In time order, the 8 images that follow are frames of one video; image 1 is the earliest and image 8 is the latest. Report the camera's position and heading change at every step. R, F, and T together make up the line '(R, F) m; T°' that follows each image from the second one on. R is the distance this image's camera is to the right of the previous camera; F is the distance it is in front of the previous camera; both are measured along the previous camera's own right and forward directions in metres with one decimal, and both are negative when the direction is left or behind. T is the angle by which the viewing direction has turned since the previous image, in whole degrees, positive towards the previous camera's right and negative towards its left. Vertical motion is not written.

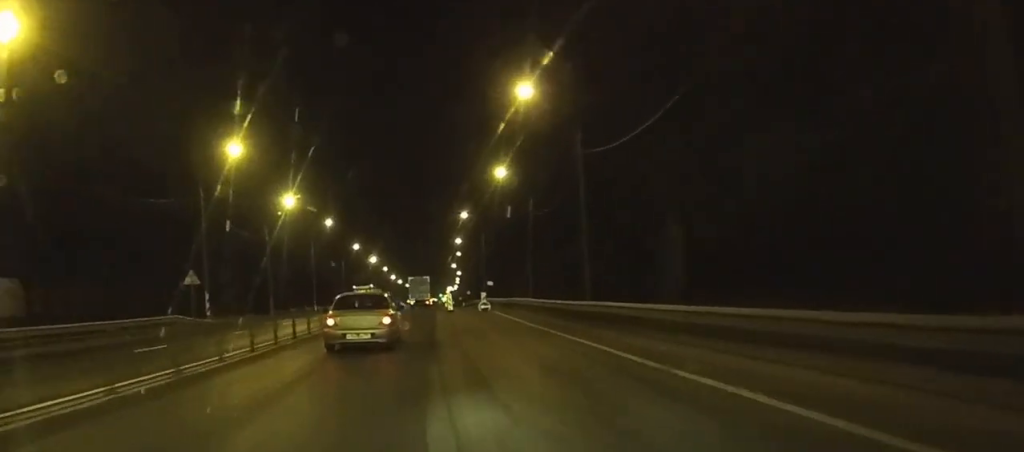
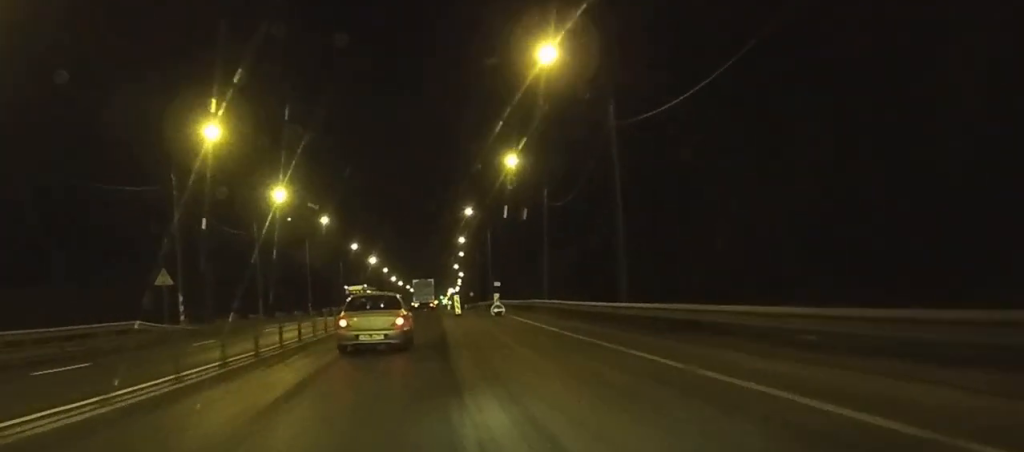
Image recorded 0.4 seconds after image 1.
(0.0, +6.9) m; 0°
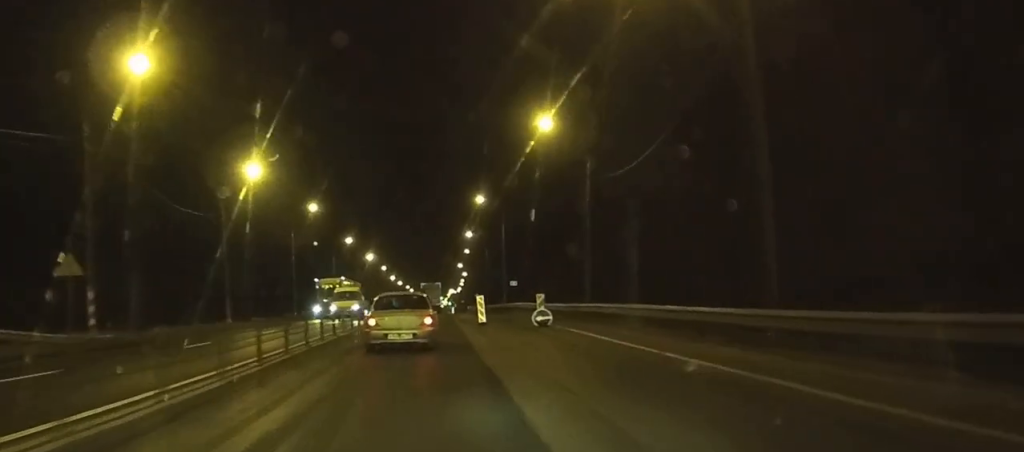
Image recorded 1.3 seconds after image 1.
(0.0, +14.5) m; 0°
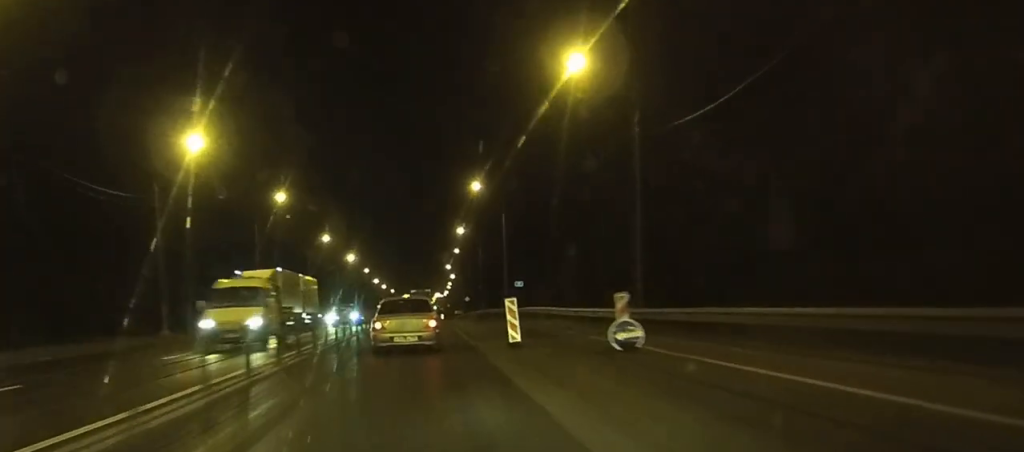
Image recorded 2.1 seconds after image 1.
(+0.1, +13.6) m; +1°
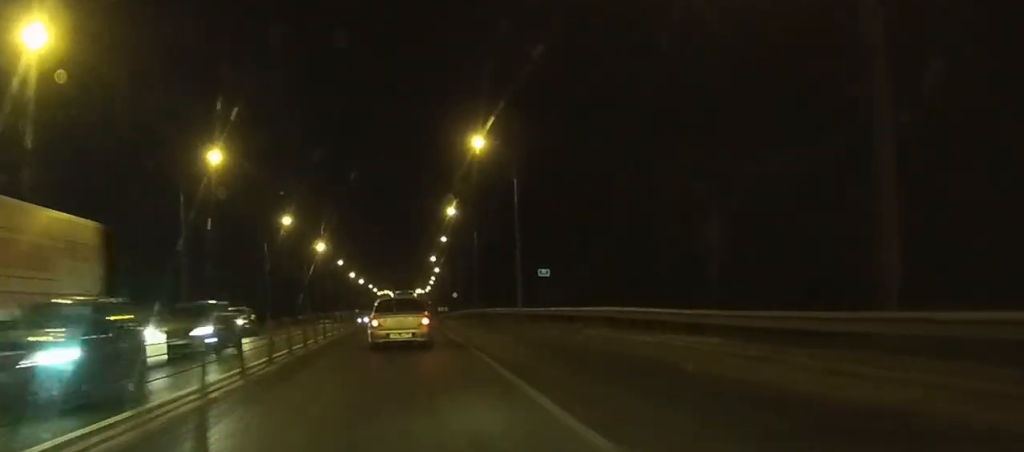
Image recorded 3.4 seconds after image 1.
(+0.3, +20.8) m; +1°
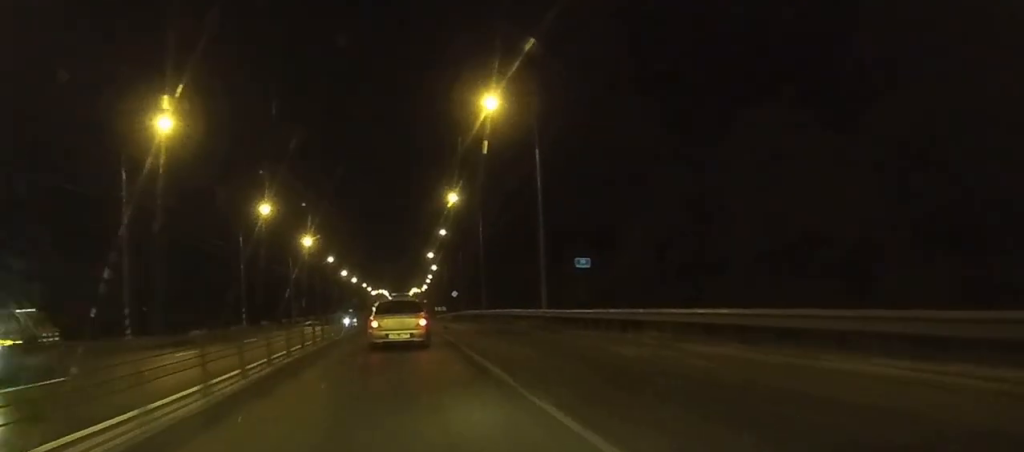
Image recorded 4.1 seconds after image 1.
(0.0, +11.5) m; 0°
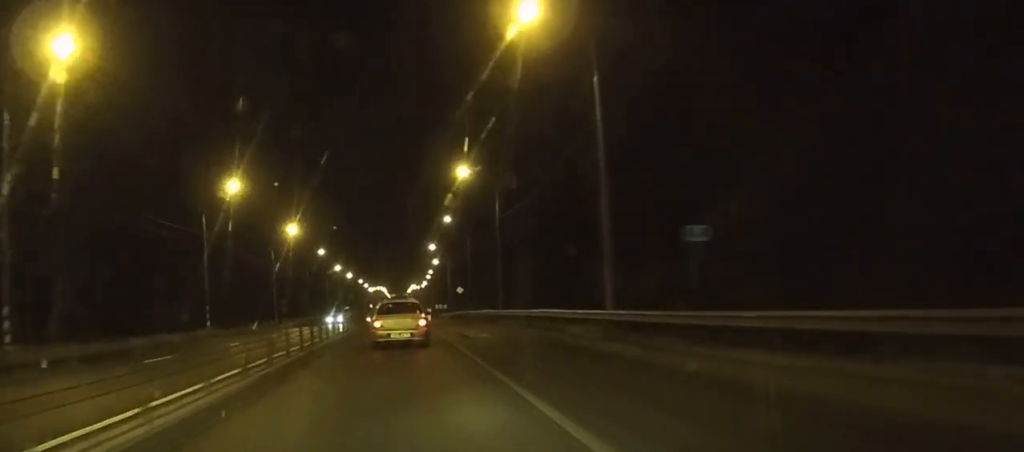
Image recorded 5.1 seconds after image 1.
(0.0, +14.5) m; 0°
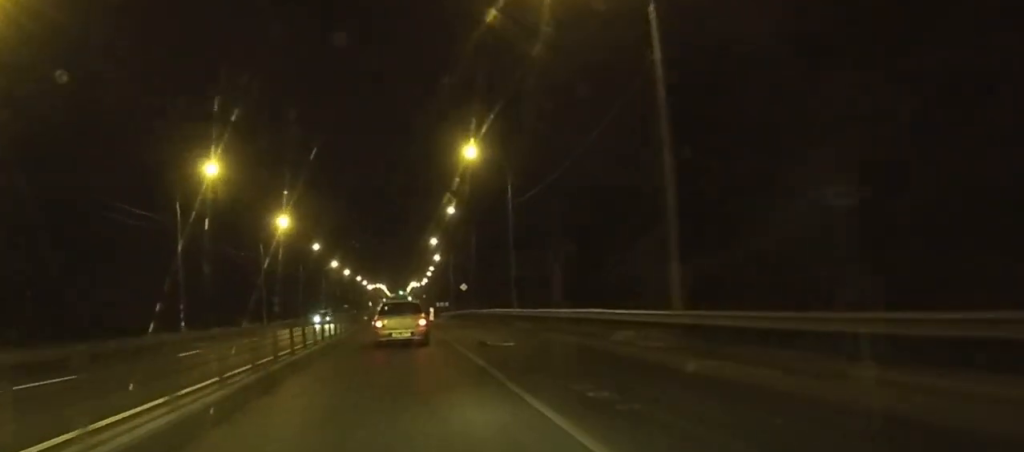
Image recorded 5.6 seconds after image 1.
(0.0, +7.7) m; 0°
